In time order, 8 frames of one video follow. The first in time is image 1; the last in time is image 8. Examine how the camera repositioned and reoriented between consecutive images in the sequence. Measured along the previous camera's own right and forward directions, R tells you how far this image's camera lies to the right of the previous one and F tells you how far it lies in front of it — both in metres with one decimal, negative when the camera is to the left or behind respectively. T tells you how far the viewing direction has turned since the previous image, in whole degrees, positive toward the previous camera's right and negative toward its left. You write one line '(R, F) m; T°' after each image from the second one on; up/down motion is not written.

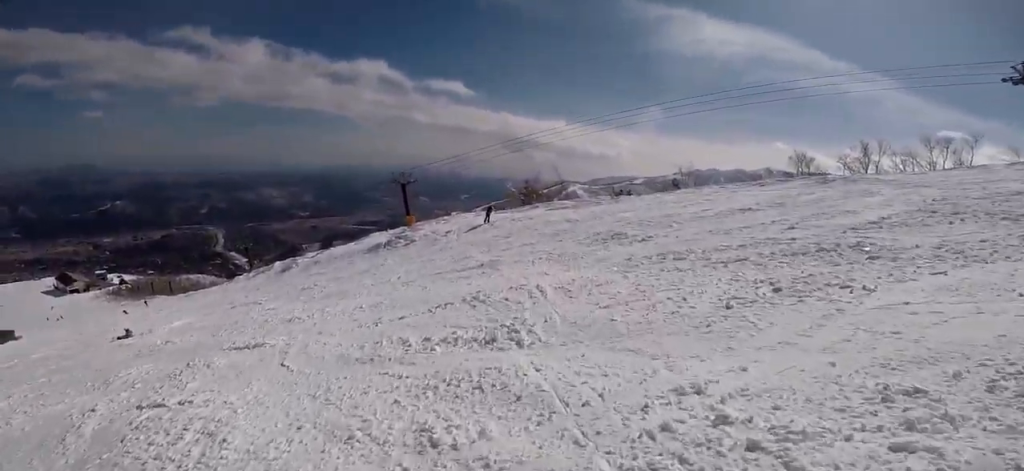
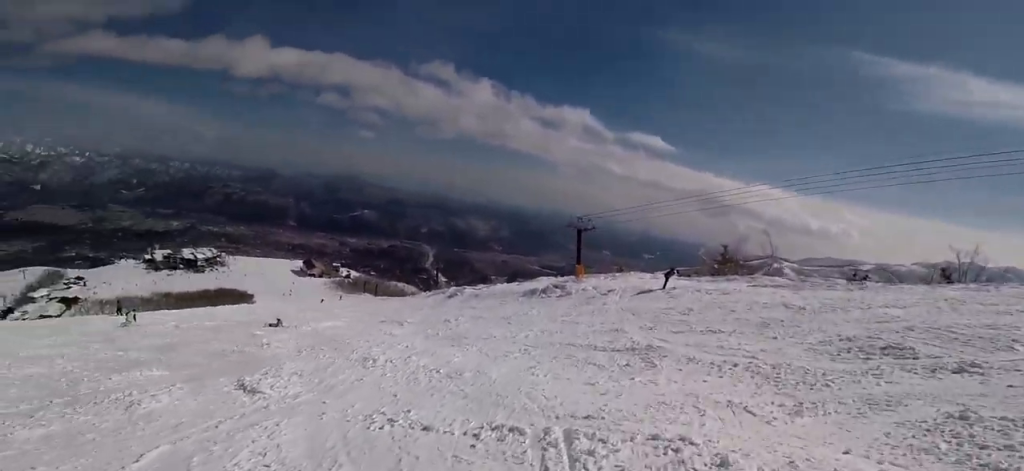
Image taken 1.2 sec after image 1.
(-0.1, +5.4) m; -14°
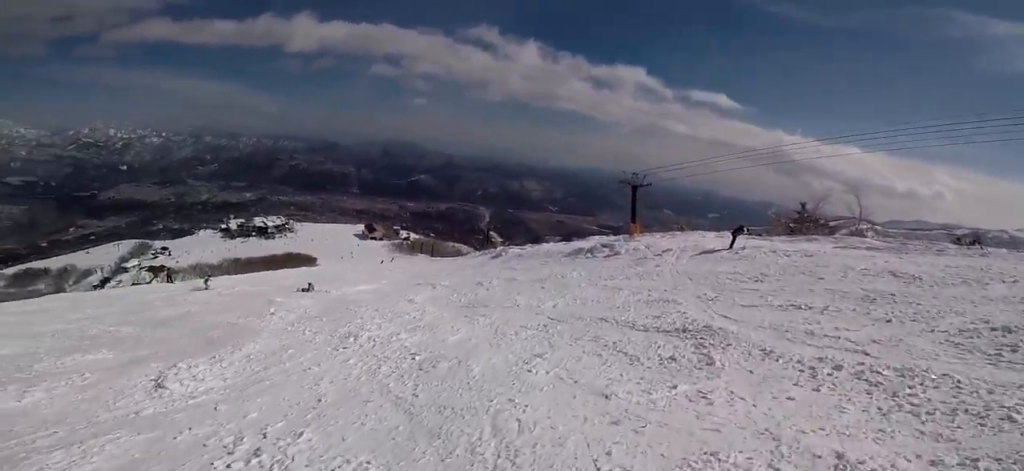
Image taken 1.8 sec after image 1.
(-0.3, +2.2) m; -17°
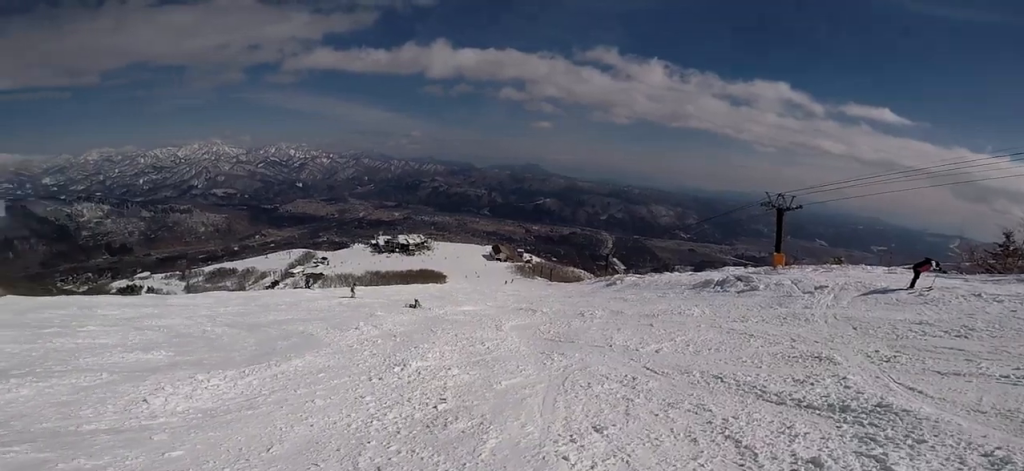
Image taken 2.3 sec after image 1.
(-0.5, +1.6) m; -17°
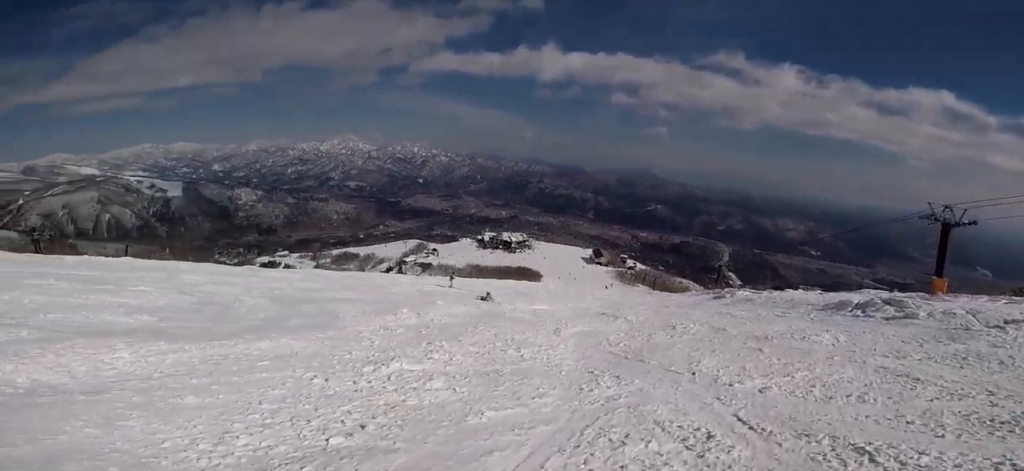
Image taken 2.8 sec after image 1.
(-0.3, +2.0) m; -18°
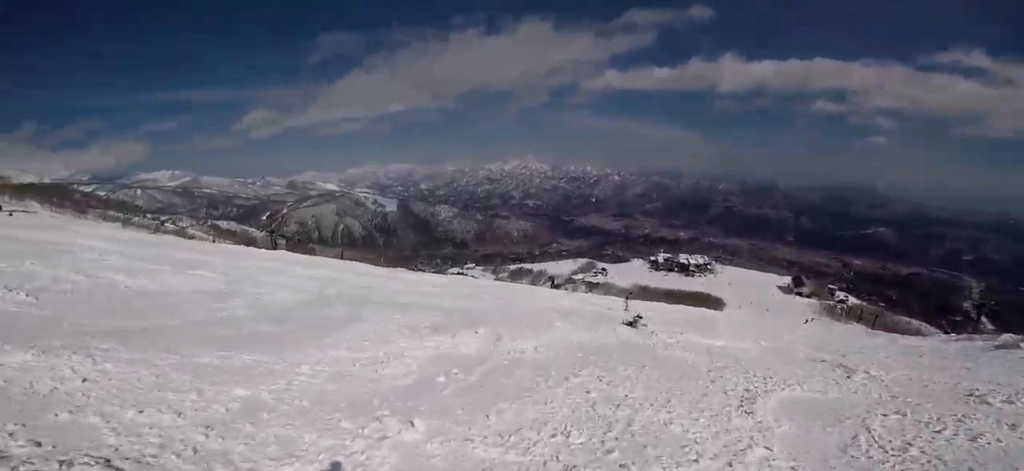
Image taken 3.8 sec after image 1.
(-0.8, +3.9) m; -30°
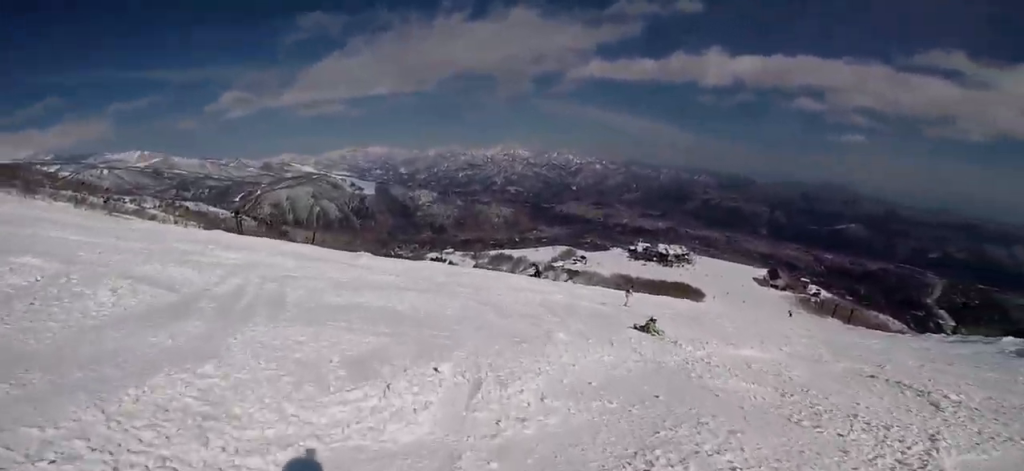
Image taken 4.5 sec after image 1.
(-1.0, +2.8) m; -15°
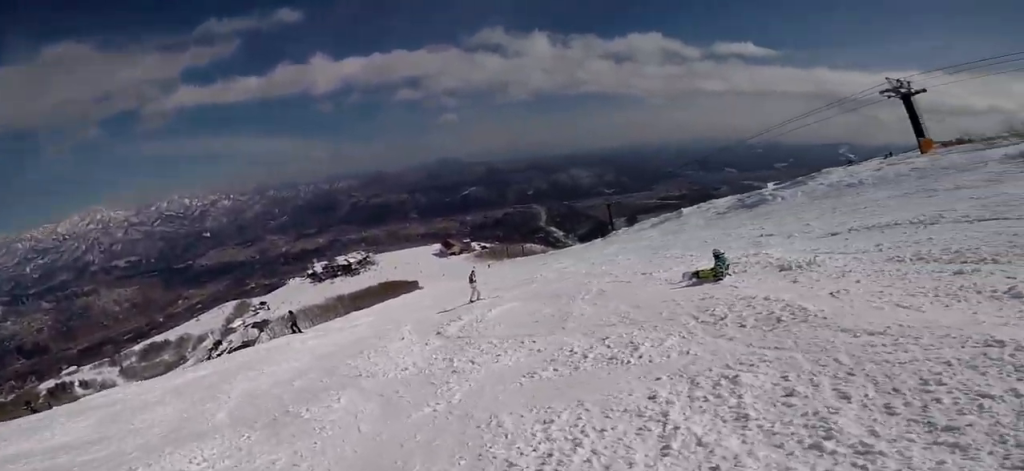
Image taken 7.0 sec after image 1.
(+4.4, +8.2) m; +50°
